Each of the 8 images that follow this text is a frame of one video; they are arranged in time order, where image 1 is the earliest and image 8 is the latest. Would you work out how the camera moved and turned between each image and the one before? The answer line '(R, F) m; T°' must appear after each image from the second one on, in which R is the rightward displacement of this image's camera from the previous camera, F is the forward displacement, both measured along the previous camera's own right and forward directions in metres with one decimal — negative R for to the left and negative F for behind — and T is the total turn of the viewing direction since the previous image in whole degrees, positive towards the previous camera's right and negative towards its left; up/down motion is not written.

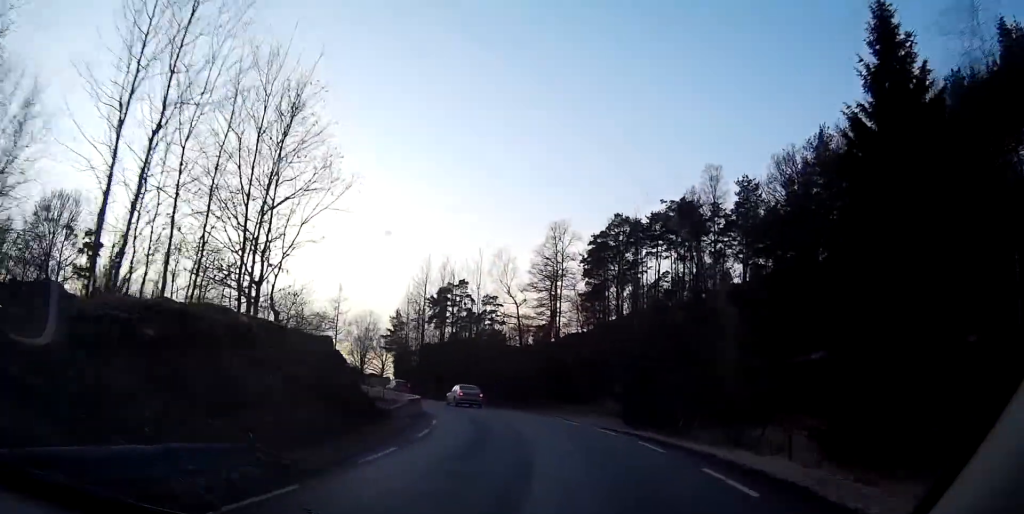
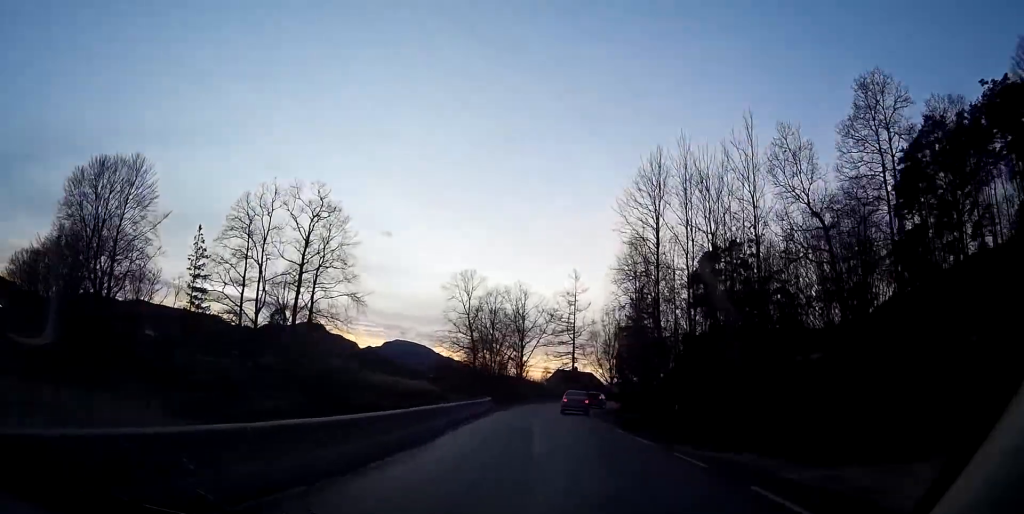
(-8.4, +40.5) m; -20°
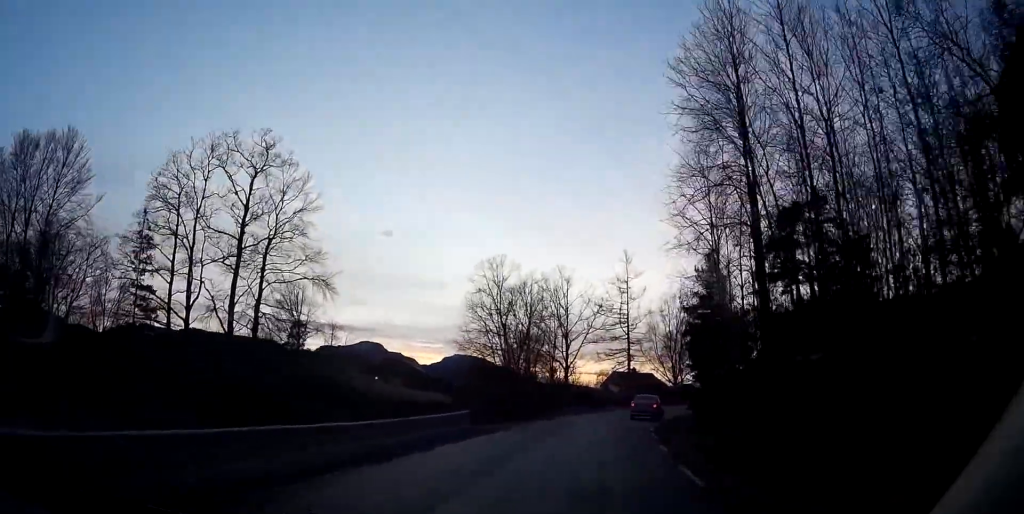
(-0.6, +19.7) m; -3°
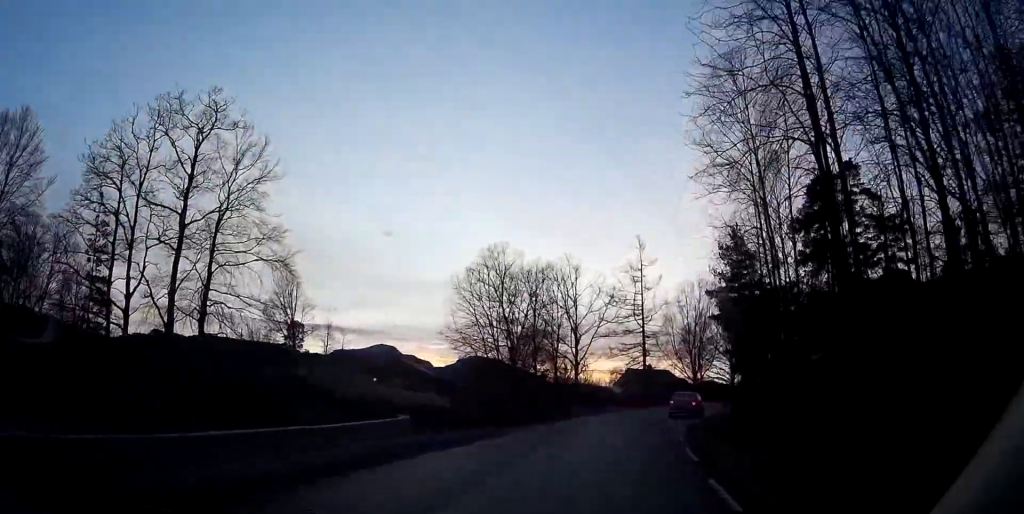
(-0.1, +8.5) m; -1°
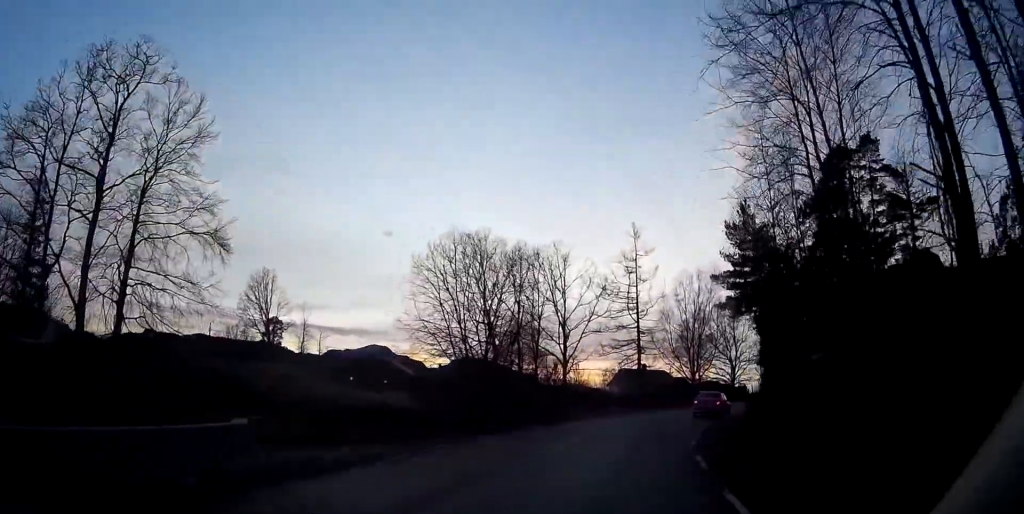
(-0.1, +7.4) m; +1°
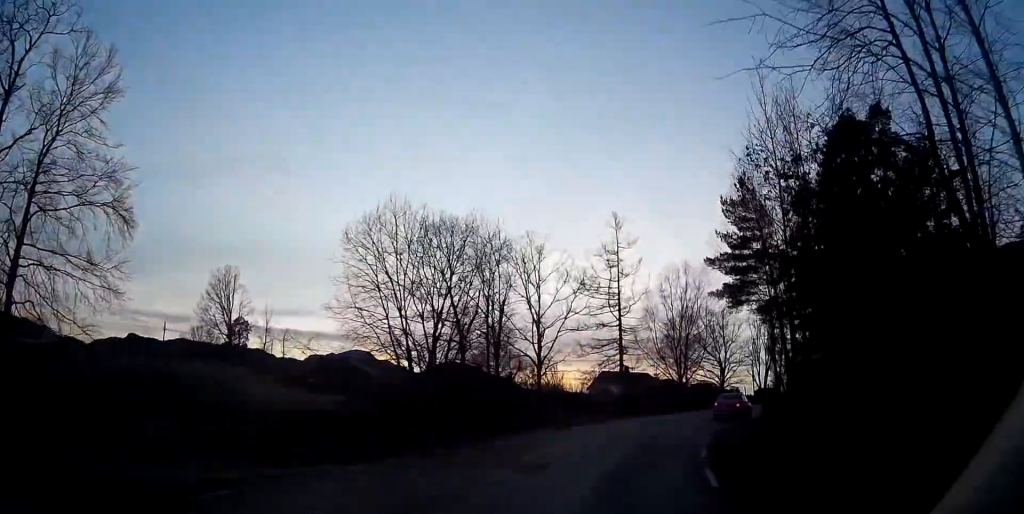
(0.0, +7.3) m; +1°
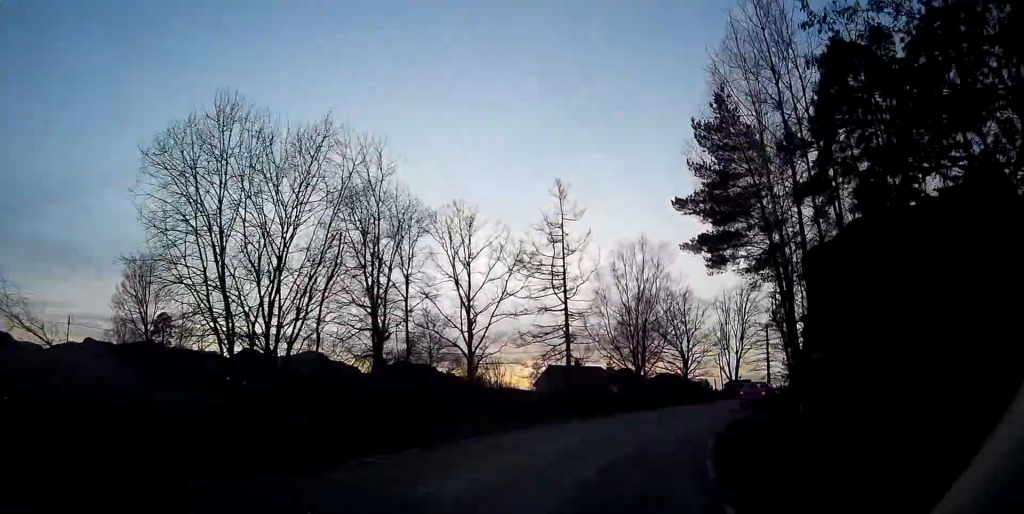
(+0.2, +11.6) m; +4°
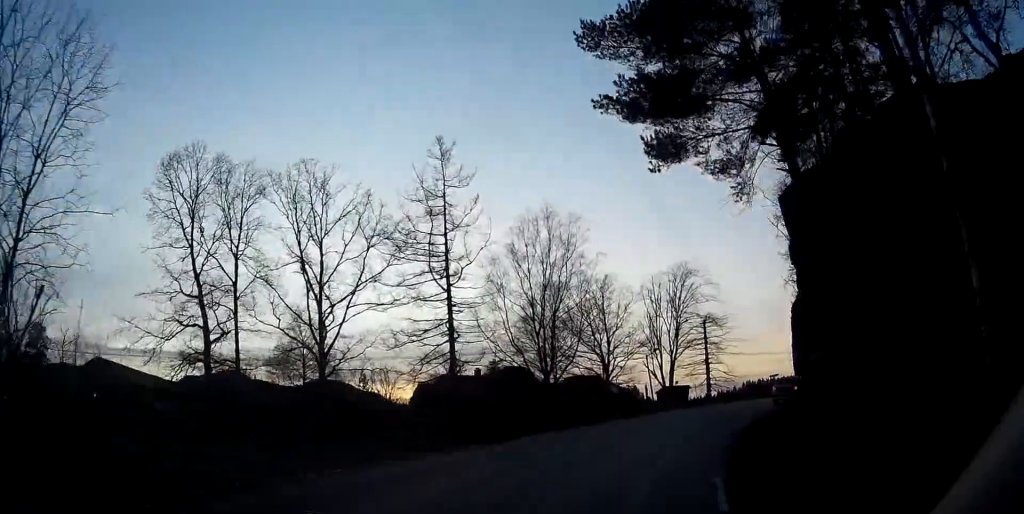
(+0.7, +15.3) m; +6°
